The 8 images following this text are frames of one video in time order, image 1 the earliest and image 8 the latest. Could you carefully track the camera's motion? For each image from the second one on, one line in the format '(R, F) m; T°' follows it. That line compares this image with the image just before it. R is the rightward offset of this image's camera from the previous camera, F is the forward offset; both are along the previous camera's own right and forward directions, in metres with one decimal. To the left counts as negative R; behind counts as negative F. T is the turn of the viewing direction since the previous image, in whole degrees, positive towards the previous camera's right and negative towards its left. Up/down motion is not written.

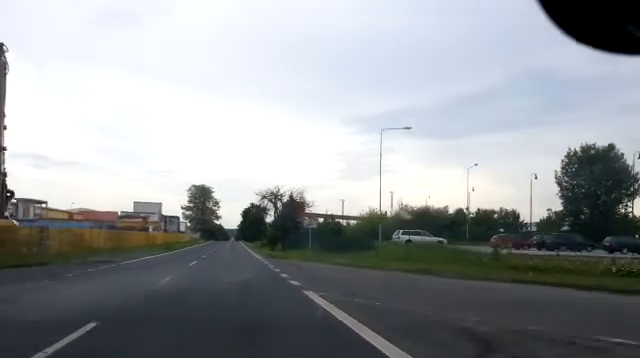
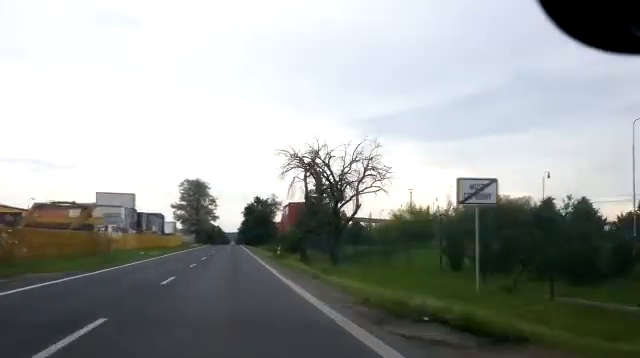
(-0.2, +27.1) m; 0°
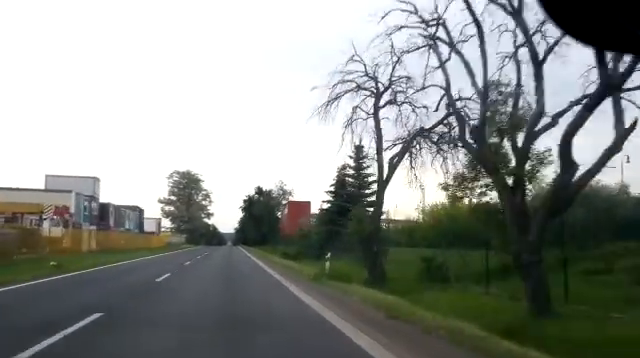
(+0.2, +18.4) m; +1°
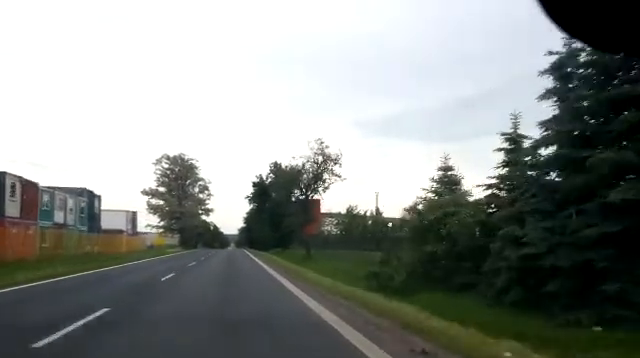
(-0.1, +27.3) m; -1°
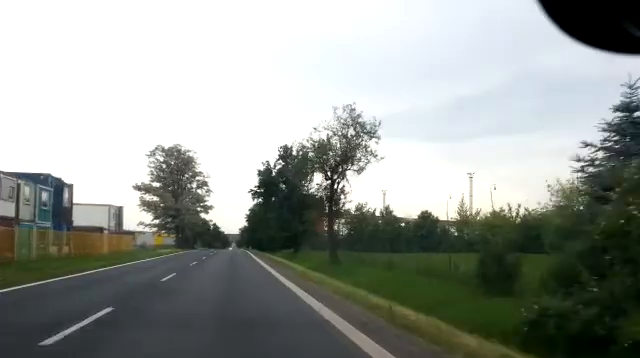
(0.0, +10.0) m; 0°
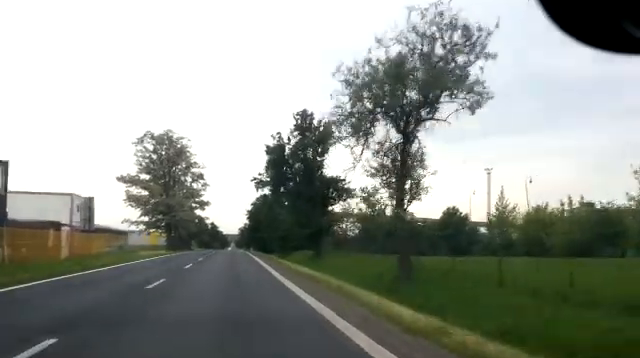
(0.0, +12.0) m; 0°
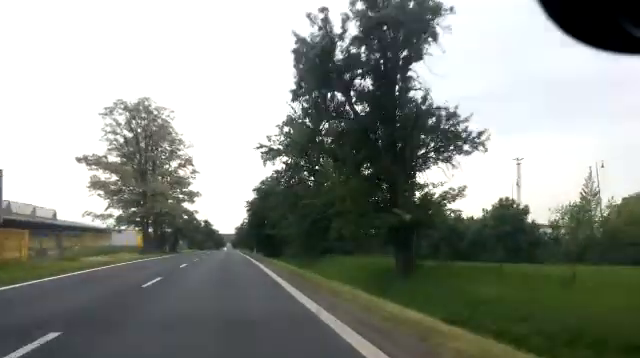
(0.0, +18.1) m; 0°
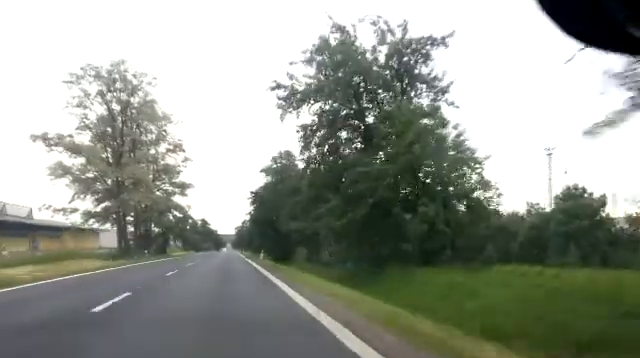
(0.0, +13.4) m; 0°
